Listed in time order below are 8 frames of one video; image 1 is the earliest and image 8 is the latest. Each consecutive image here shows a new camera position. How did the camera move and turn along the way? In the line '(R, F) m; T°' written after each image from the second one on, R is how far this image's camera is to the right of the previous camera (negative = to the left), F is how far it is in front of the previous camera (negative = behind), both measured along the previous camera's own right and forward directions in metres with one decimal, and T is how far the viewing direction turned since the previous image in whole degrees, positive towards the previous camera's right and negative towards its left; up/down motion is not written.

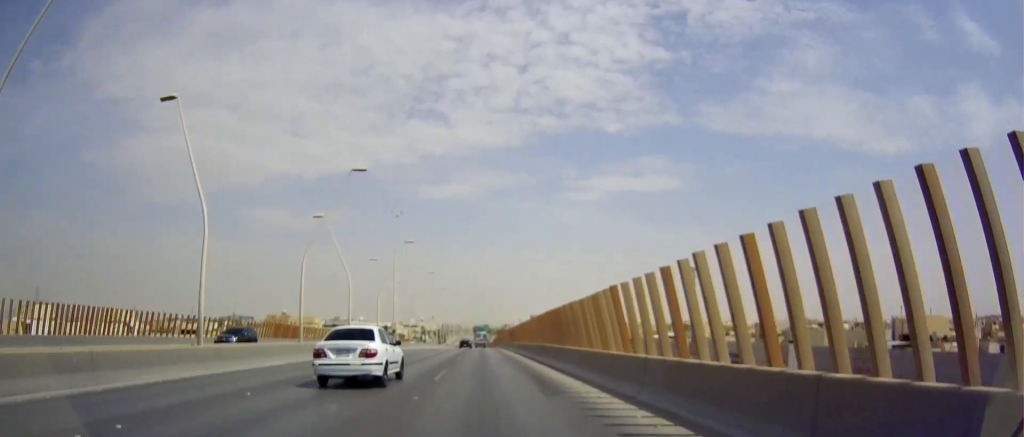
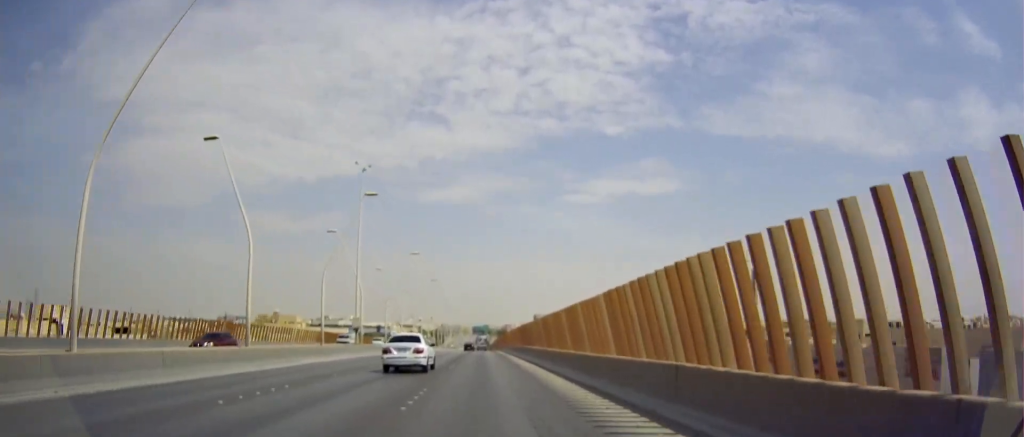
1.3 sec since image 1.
(0.0, +19.8) m; 0°
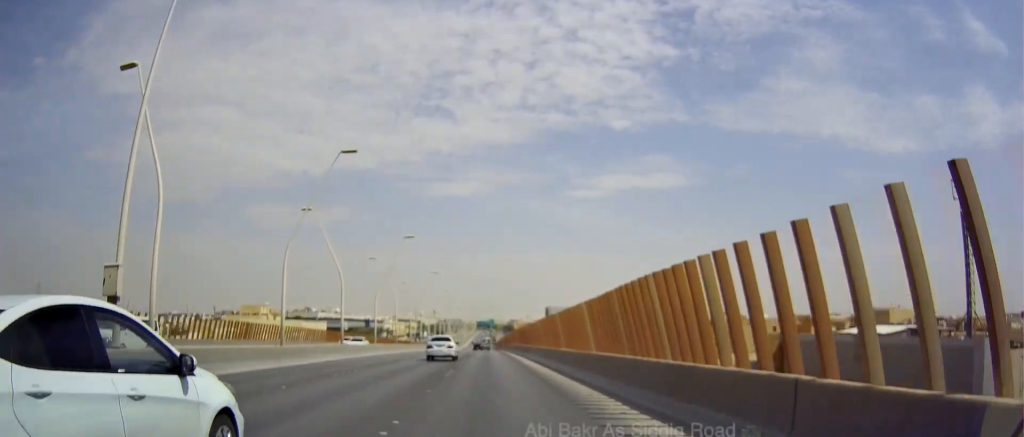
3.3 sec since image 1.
(+0.3, +33.2) m; 0°
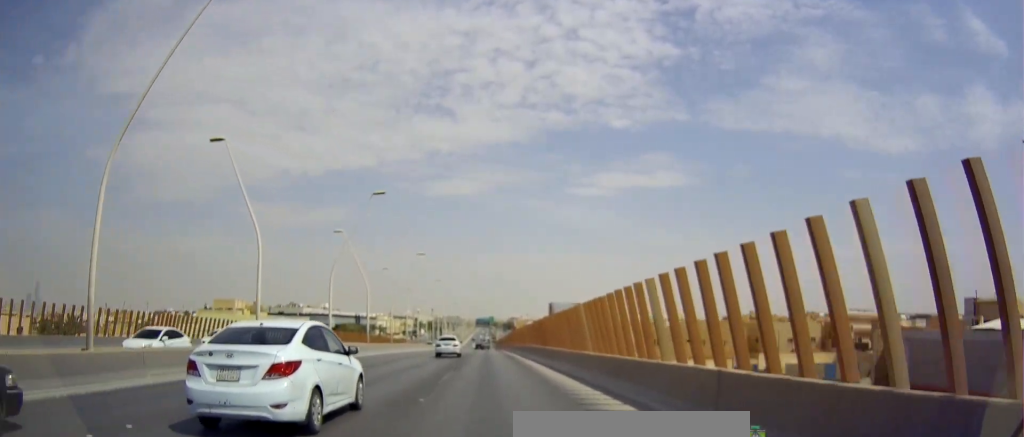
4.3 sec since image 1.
(-0.3, +16.1) m; -1°
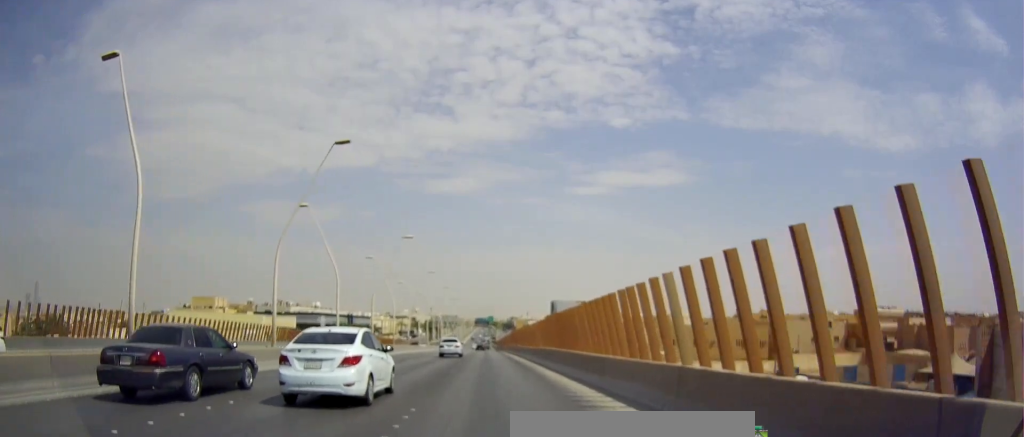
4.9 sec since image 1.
(-0.2, +10.5) m; 0°
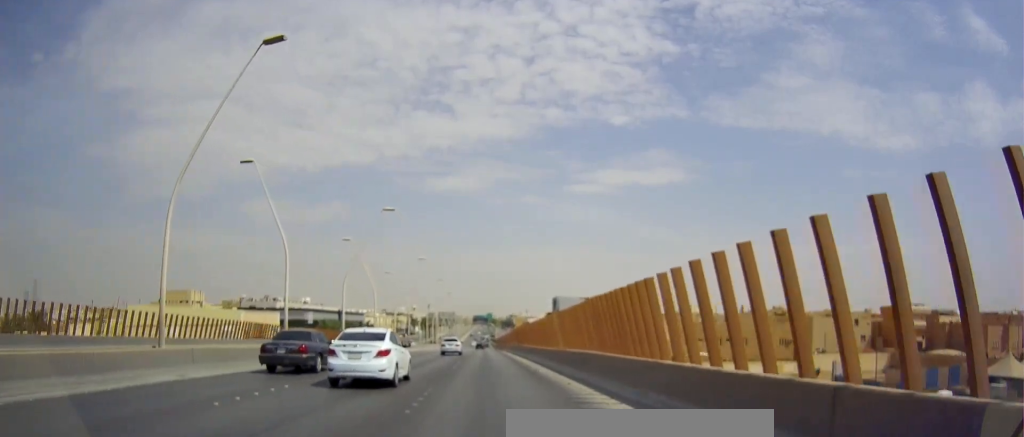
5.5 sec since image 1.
(+0.4, +10.7) m; 0°
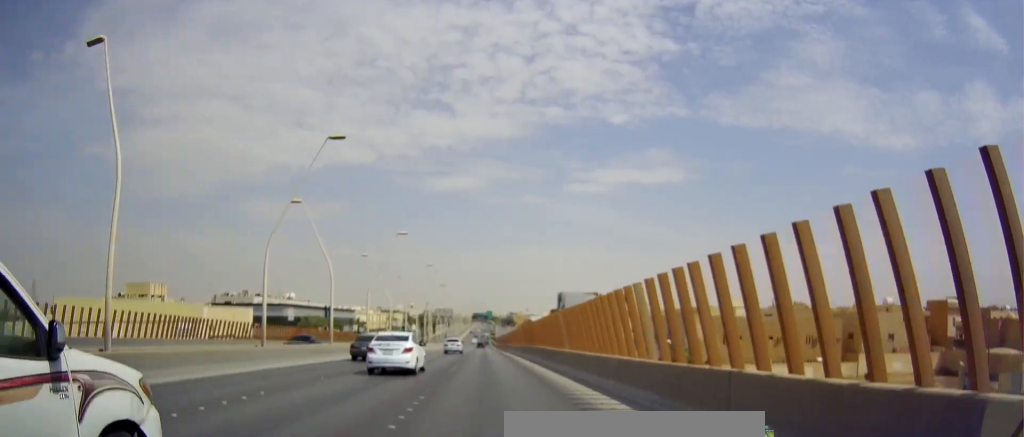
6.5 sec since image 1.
(-0.3, +15.8) m; 0°
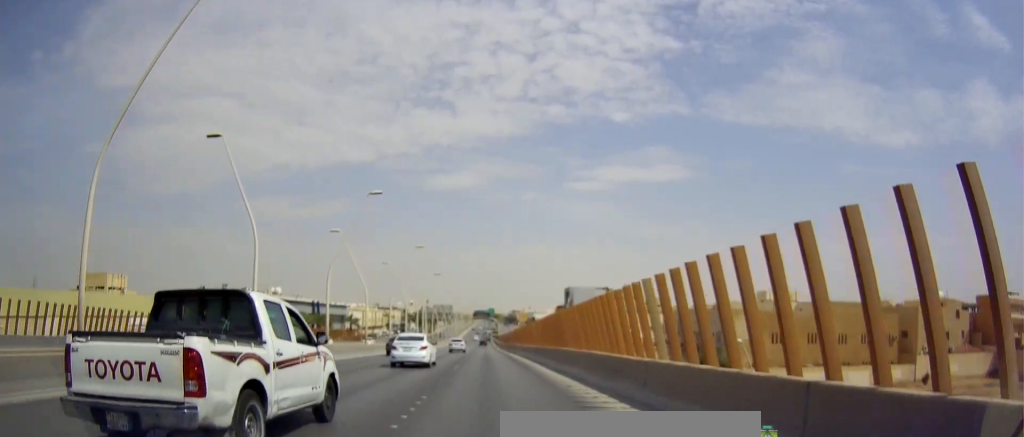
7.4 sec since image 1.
(+0.2, +14.0) m; -1°
